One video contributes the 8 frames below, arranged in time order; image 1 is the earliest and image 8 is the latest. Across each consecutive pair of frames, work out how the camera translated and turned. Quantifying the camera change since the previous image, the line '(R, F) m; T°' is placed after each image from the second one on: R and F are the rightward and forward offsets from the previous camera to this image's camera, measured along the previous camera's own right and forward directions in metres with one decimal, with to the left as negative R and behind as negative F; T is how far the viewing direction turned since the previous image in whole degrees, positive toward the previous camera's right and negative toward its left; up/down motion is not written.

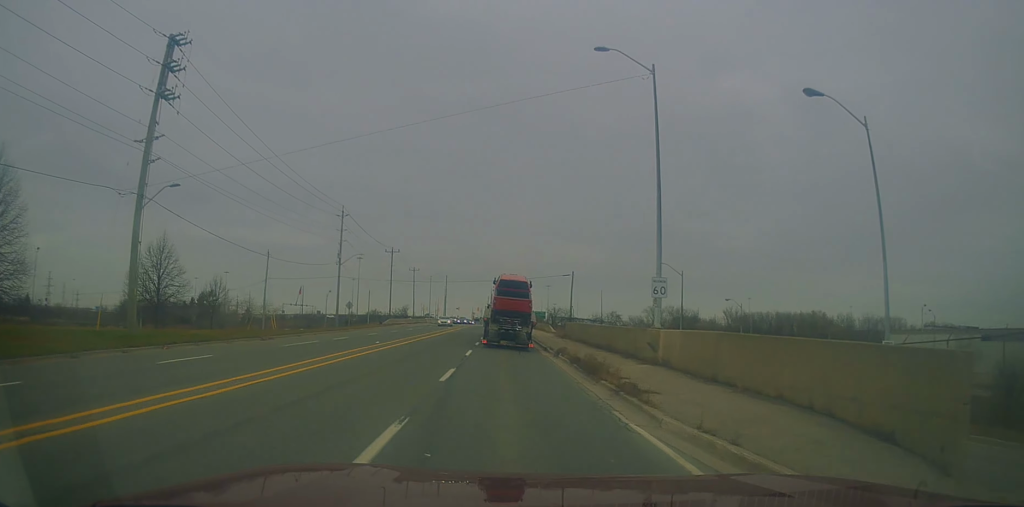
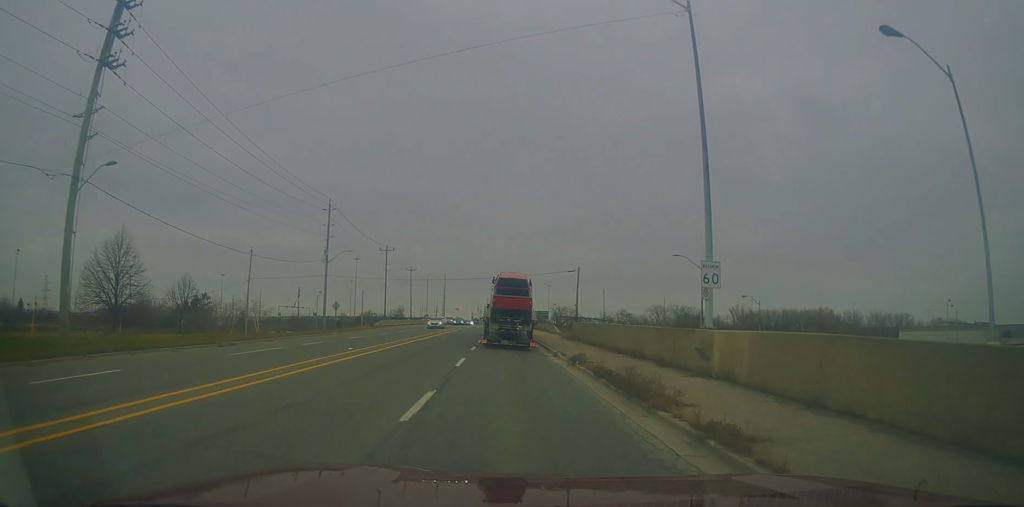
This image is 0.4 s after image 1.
(-0.1, +5.4) m; 0°
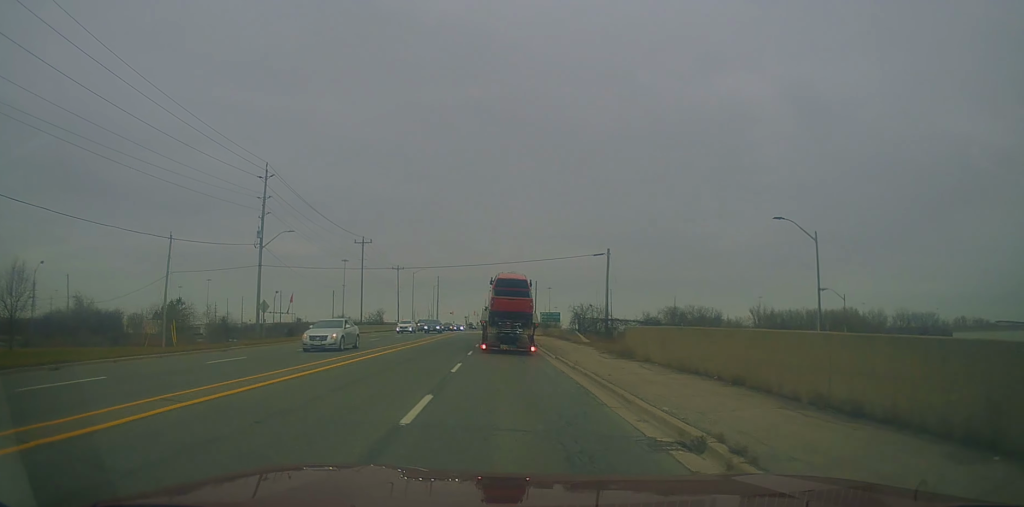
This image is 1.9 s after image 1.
(+0.3, +18.9) m; 0°
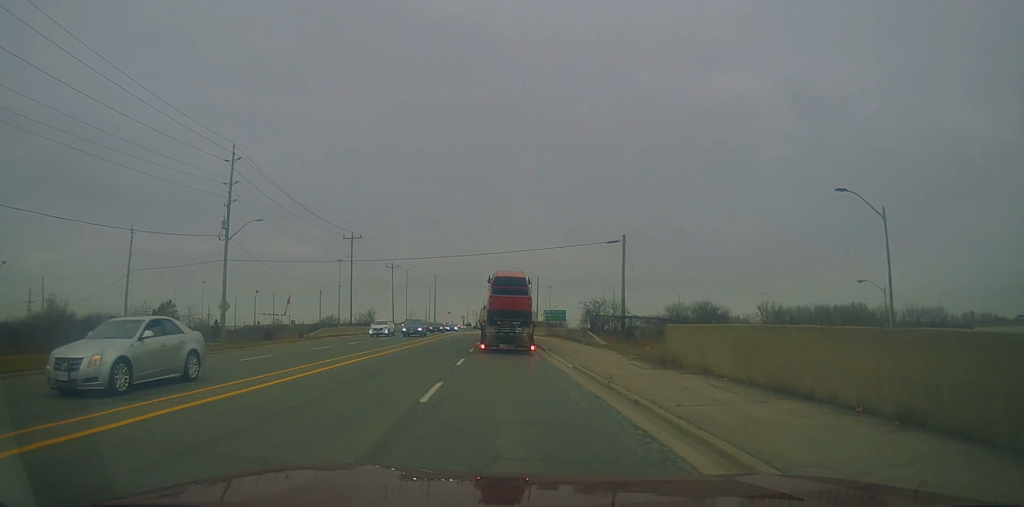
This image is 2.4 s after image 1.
(0.0, +6.6) m; -1°
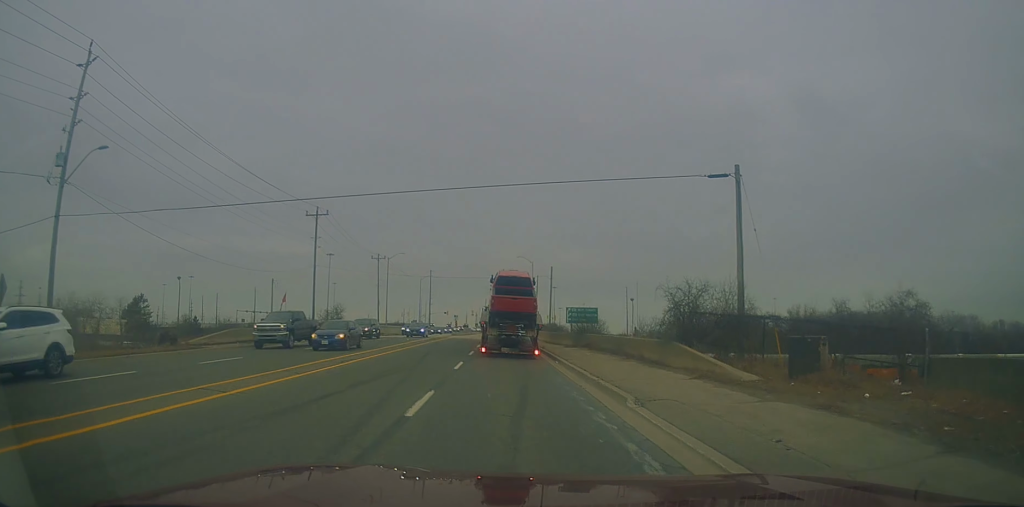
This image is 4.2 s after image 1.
(+0.1, +19.7) m; +1°
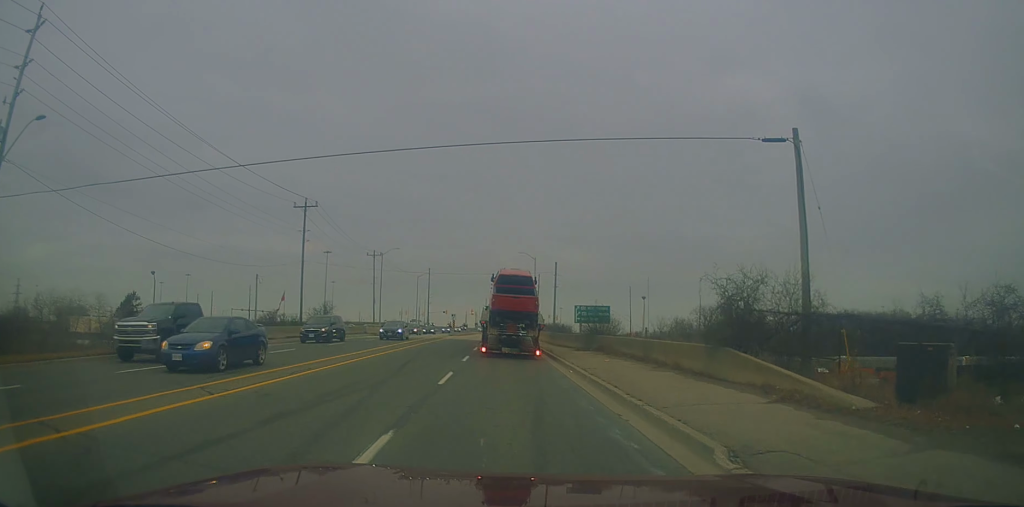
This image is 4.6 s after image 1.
(0.0, +4.7) m; 0°
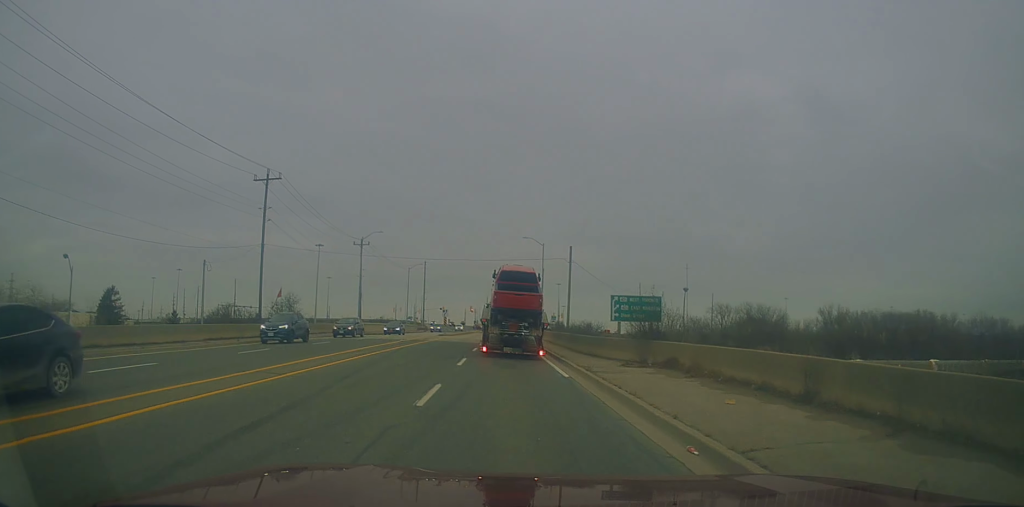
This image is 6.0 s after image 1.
(-0.1, +12.3) m; -2°
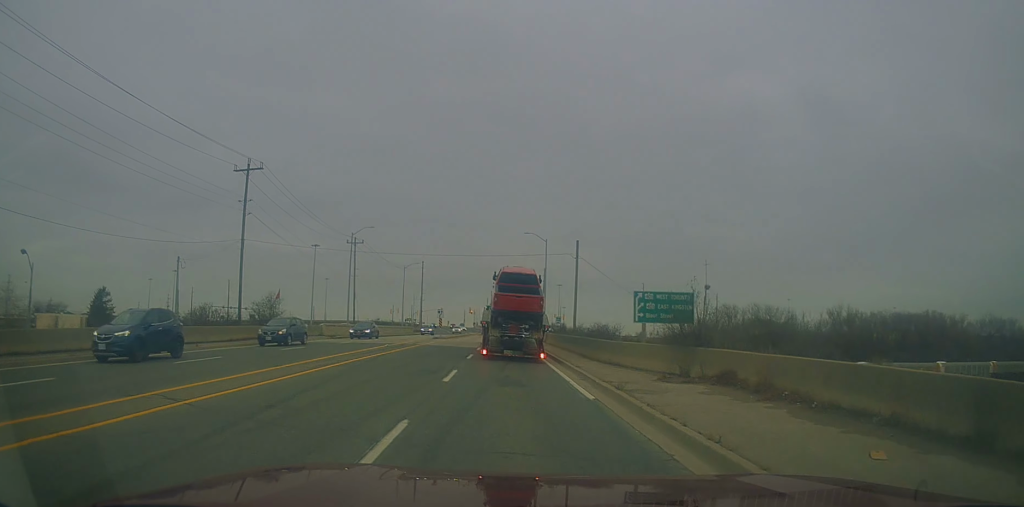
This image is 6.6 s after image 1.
(-0.1, +4.6) m; -2°
